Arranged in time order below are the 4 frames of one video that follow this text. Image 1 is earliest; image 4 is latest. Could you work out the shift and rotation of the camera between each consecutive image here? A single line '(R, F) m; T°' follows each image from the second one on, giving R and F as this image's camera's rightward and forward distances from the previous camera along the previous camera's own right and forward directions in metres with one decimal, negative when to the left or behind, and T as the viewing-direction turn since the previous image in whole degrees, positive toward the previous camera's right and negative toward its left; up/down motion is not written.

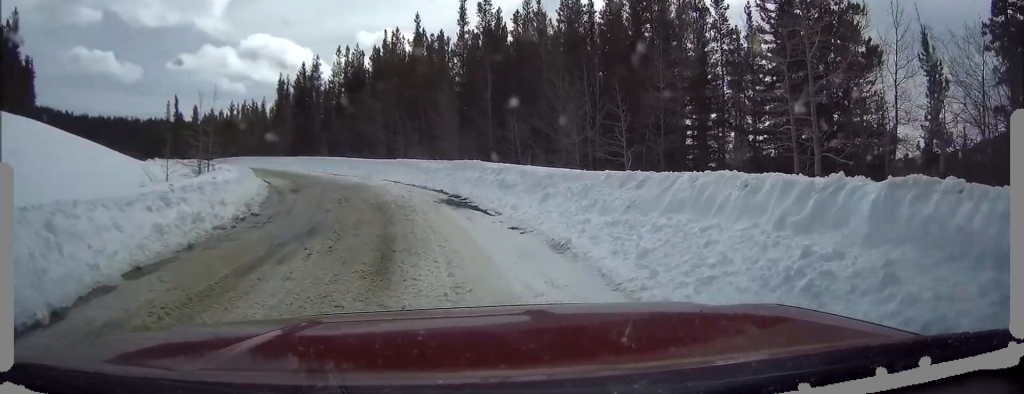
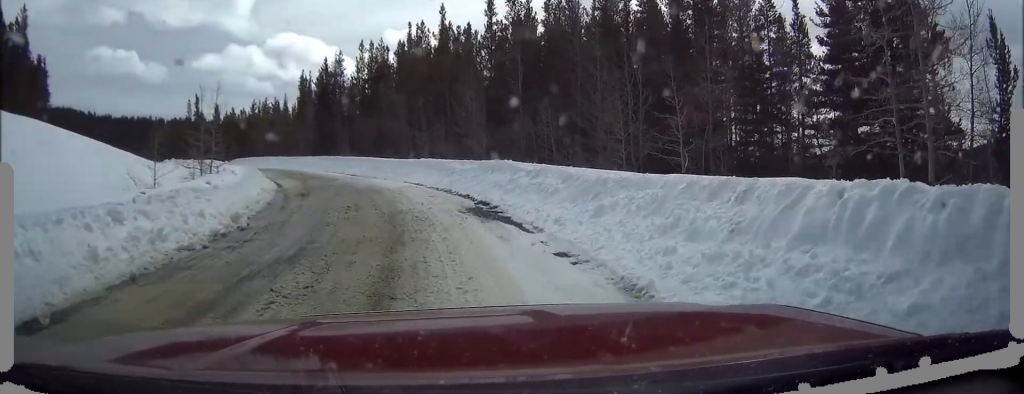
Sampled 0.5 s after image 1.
(0.0, +3.2) m; -3°
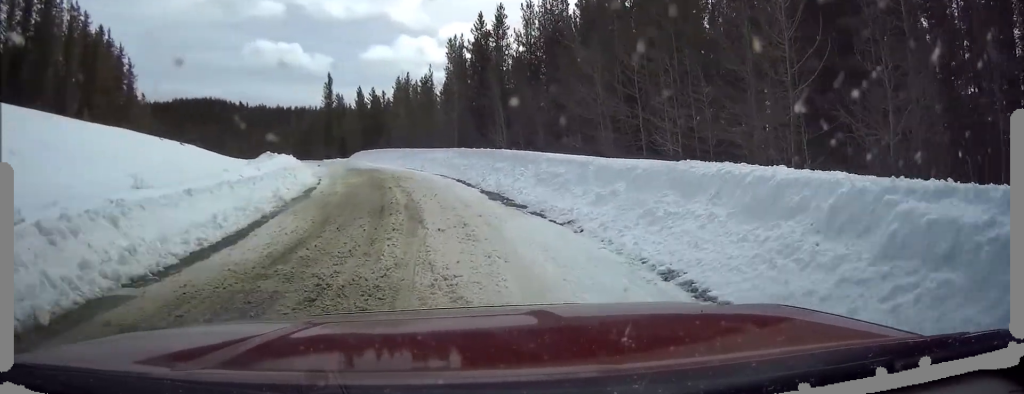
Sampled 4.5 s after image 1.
(-2.9, +25.4) m; -12°
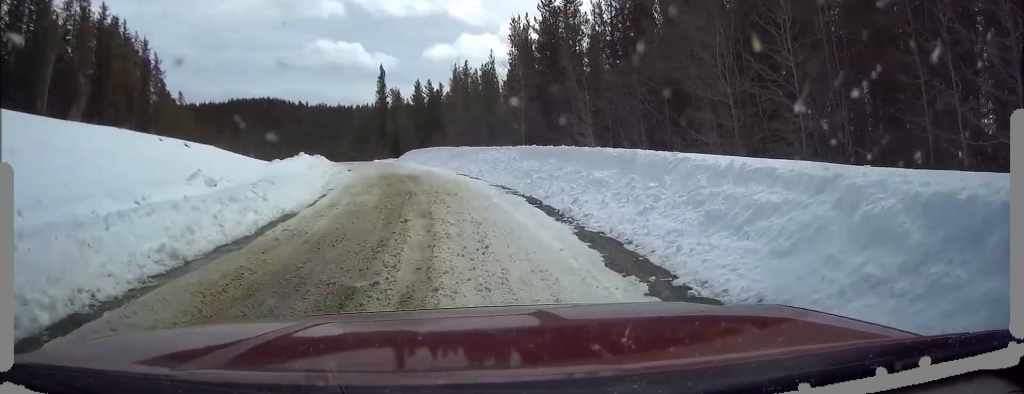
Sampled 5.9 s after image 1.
(-0.2, +9.4) m; -4°
